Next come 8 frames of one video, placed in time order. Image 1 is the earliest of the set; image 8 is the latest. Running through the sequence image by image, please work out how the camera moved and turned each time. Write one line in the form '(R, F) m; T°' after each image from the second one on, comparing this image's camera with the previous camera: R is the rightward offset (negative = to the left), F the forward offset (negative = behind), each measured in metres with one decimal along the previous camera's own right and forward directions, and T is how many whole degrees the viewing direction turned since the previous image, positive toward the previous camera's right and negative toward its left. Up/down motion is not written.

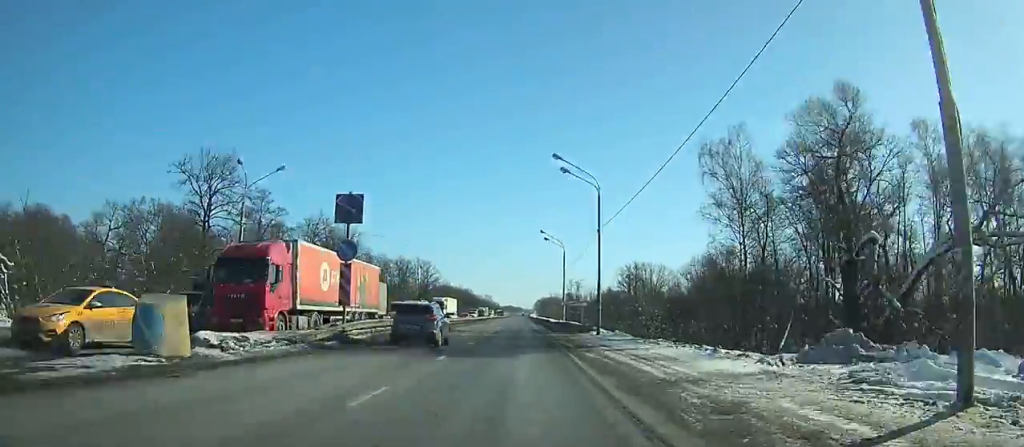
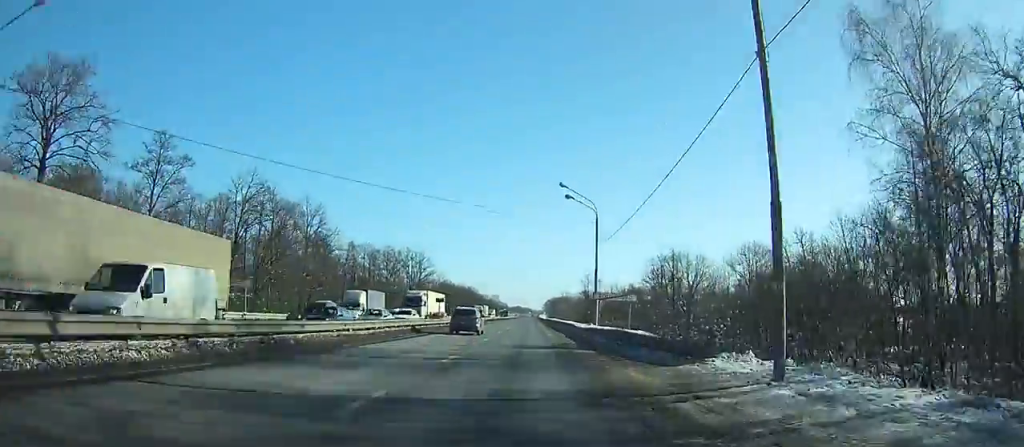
(0.0, +22.2) m; -1°
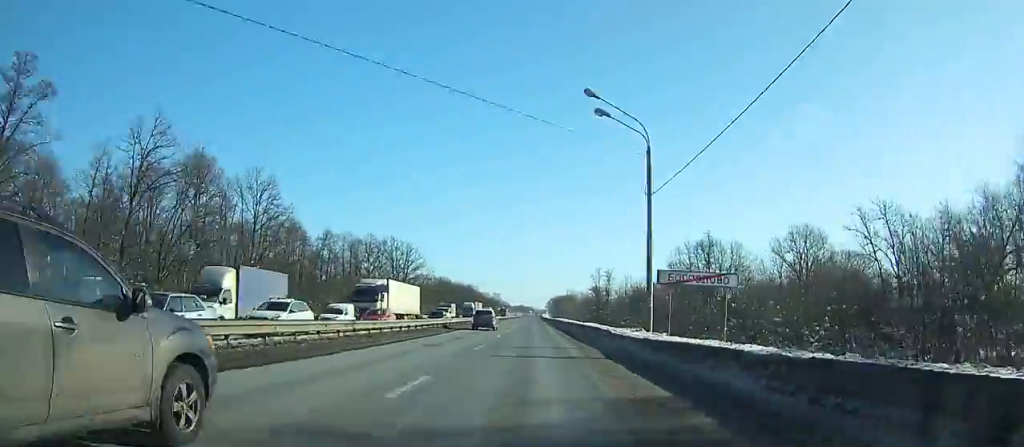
(-0.3, +18.2) m; 0°
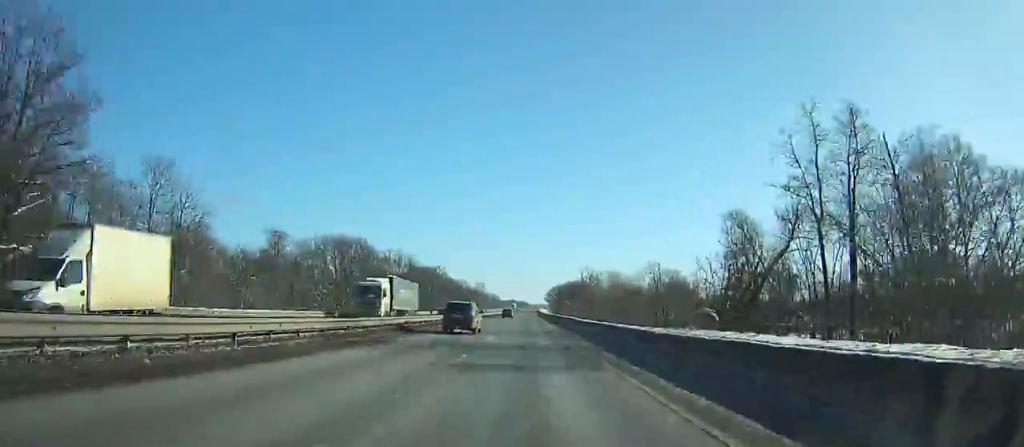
(+0.4, +96.3) m; +2°
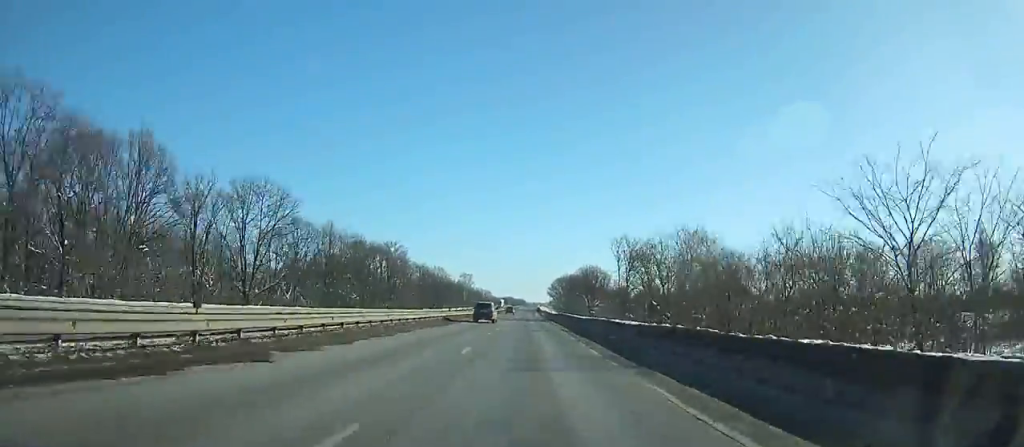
(+1.4, +54.4) m; -1°
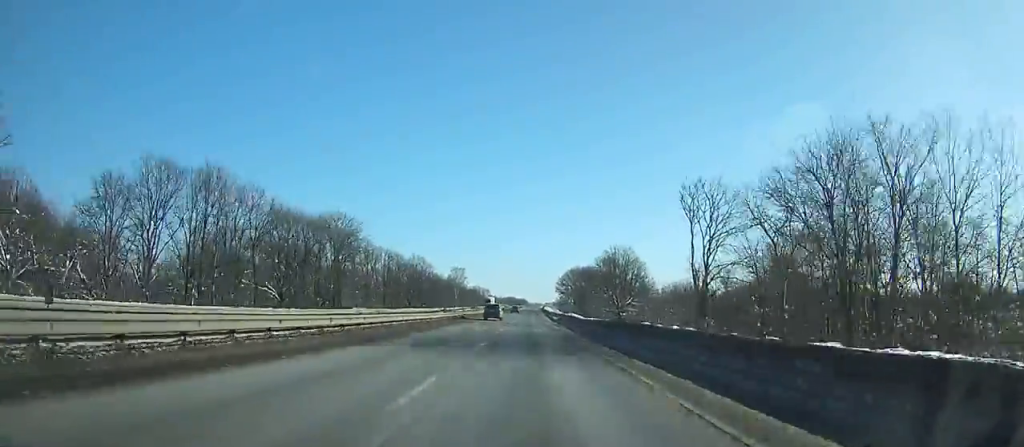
(-1.9, +52.1) m; -1°
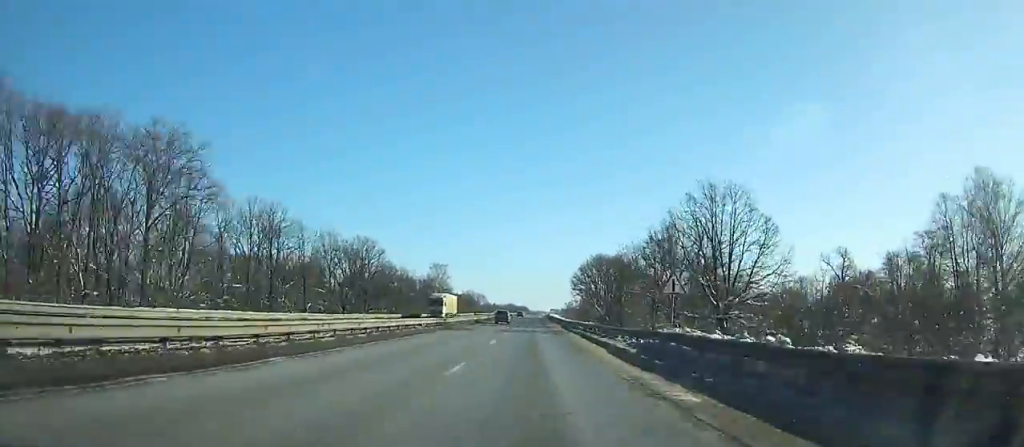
(+0.1, +64.3) m; 0°
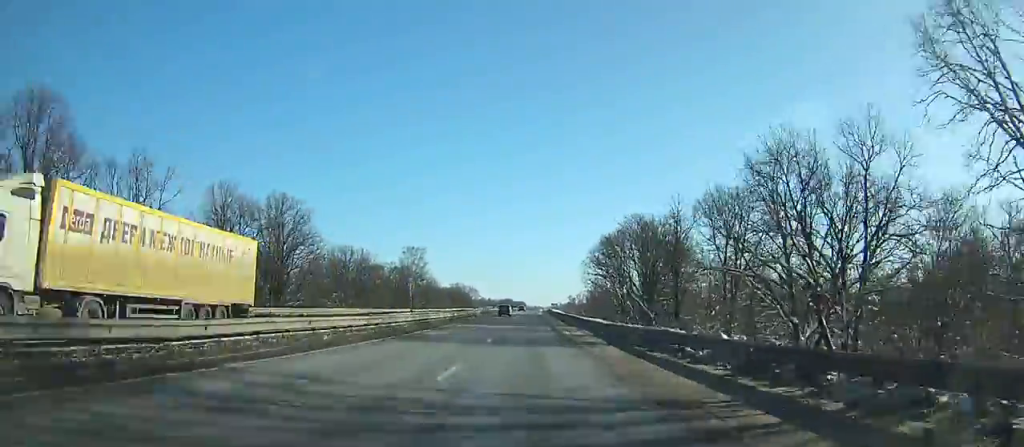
(+0.2, +43.0) m; 0°
